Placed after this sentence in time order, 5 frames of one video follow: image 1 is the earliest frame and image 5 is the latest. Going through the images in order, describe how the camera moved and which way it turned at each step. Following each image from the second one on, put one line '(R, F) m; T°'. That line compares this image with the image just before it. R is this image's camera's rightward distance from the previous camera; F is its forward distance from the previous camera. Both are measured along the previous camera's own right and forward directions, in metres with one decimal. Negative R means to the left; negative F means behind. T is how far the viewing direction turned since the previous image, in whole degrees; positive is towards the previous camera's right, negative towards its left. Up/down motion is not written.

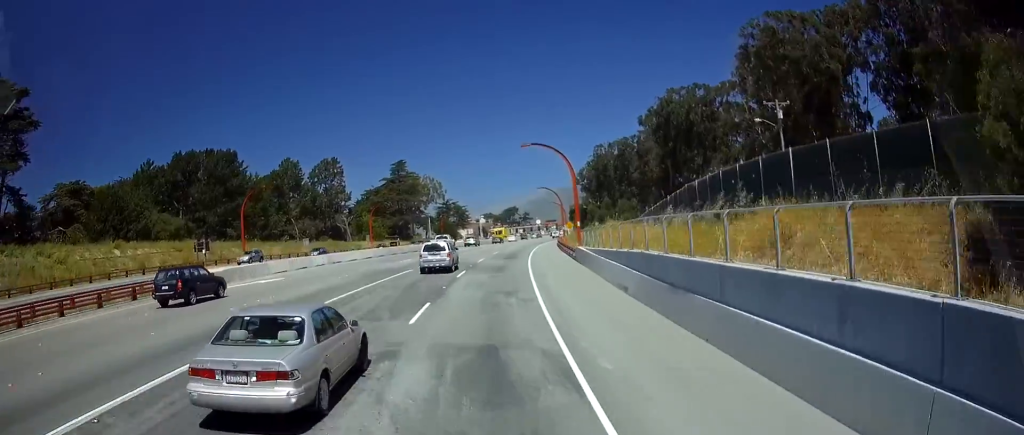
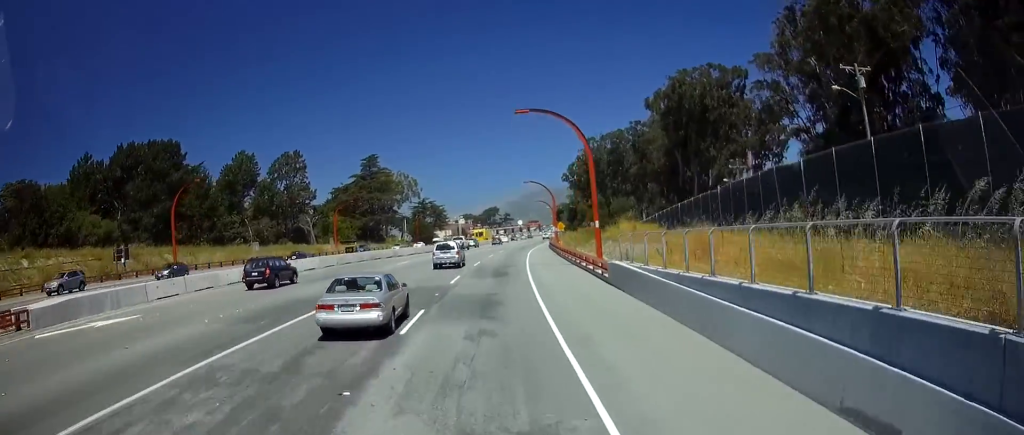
(+0.4, +16.2) m; +2°
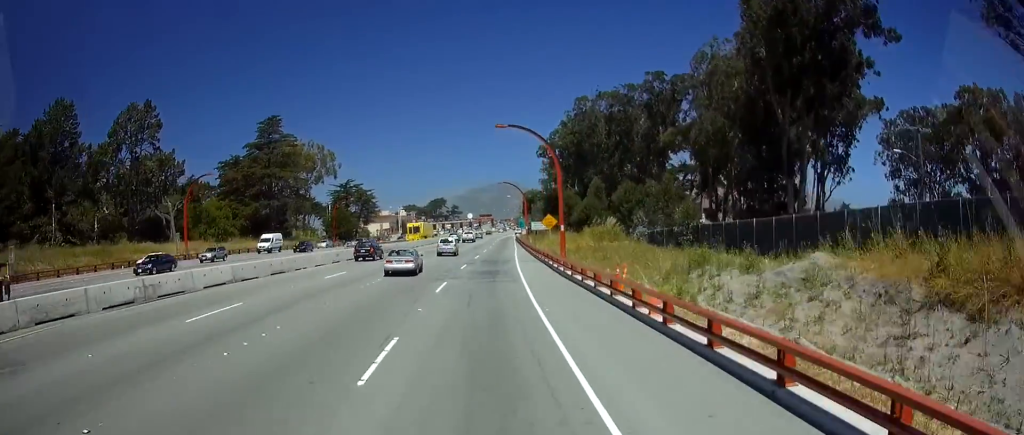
(+1.9, +47.3) m; +5°
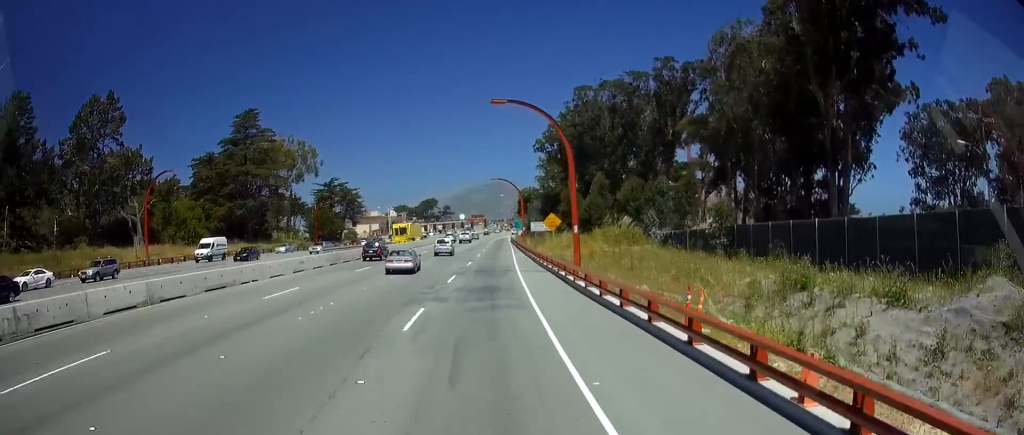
(+0.1, +8.7) m; 0°
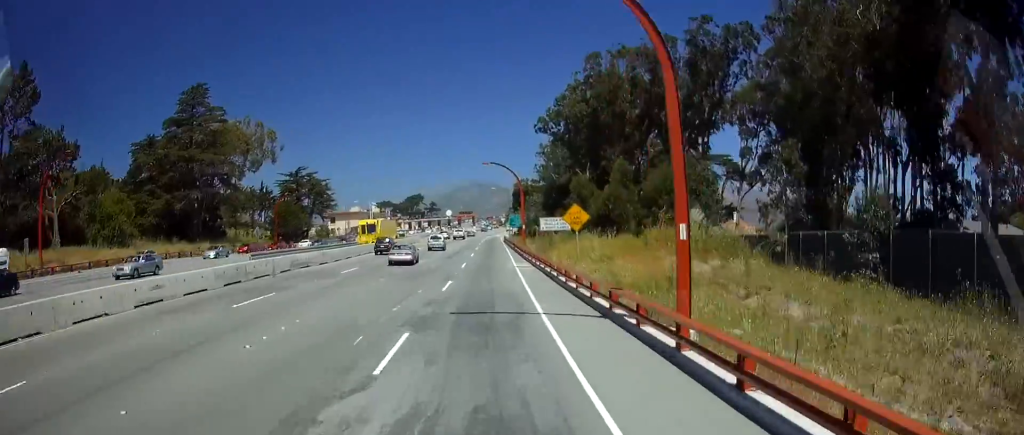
(+0.1, +19.0) m; 0°
